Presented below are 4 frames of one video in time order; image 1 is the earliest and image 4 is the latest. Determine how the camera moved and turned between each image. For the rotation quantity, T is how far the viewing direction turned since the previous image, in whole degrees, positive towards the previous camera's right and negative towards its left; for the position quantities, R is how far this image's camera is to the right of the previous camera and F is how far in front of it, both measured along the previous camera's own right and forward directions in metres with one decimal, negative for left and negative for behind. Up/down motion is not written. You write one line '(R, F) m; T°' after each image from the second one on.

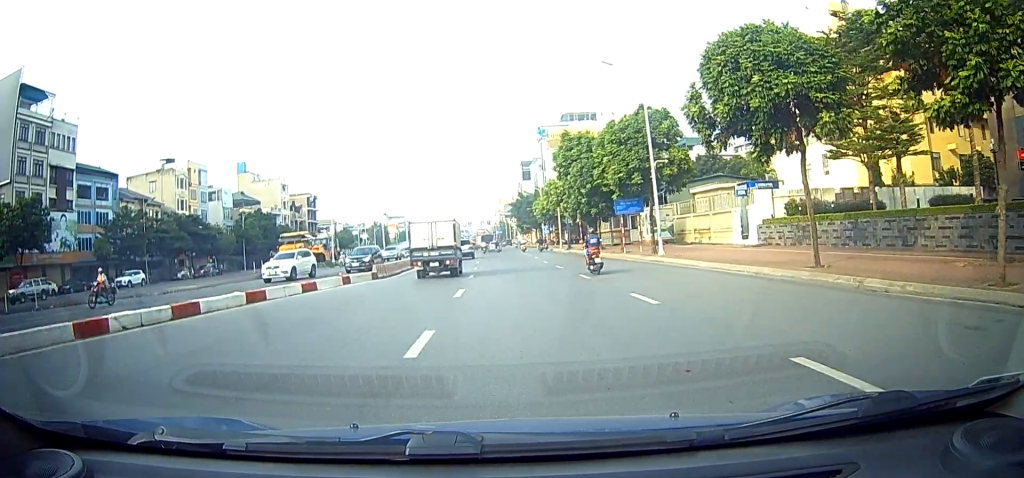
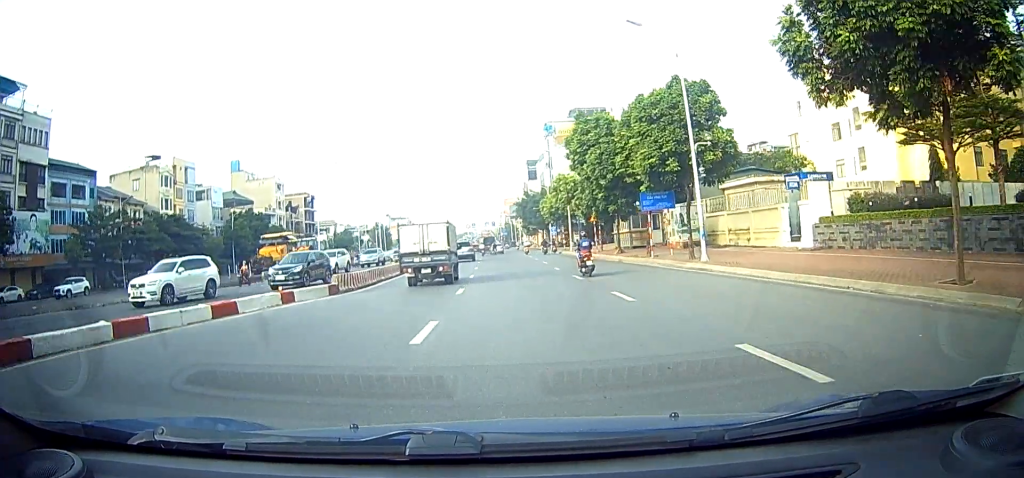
(0.0, +5.9) m; -1°
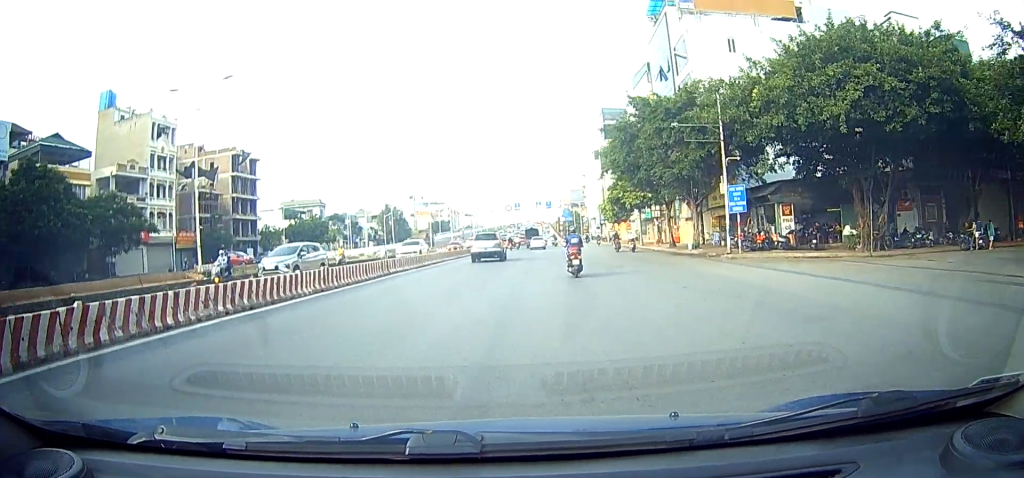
(+4.8, +55.6) m; +5°
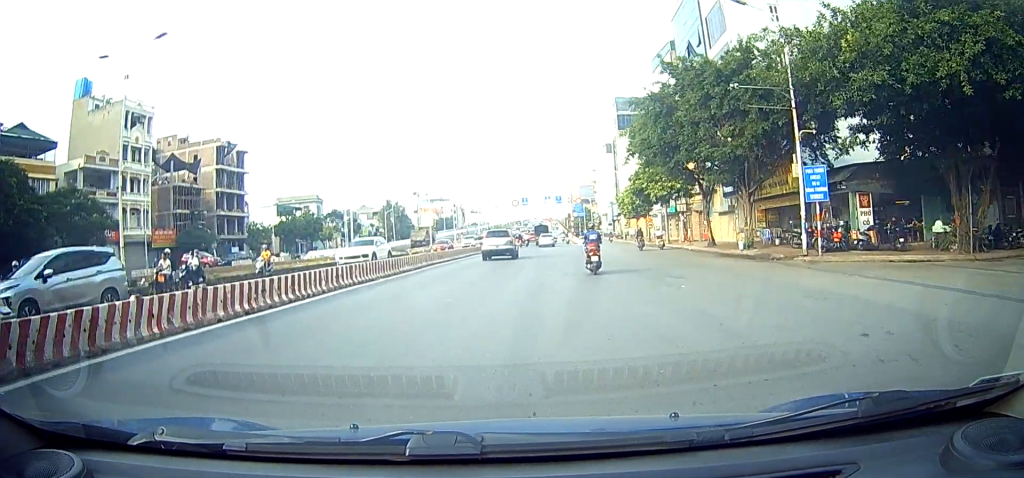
(-0.6, +7.3) m; -2°
